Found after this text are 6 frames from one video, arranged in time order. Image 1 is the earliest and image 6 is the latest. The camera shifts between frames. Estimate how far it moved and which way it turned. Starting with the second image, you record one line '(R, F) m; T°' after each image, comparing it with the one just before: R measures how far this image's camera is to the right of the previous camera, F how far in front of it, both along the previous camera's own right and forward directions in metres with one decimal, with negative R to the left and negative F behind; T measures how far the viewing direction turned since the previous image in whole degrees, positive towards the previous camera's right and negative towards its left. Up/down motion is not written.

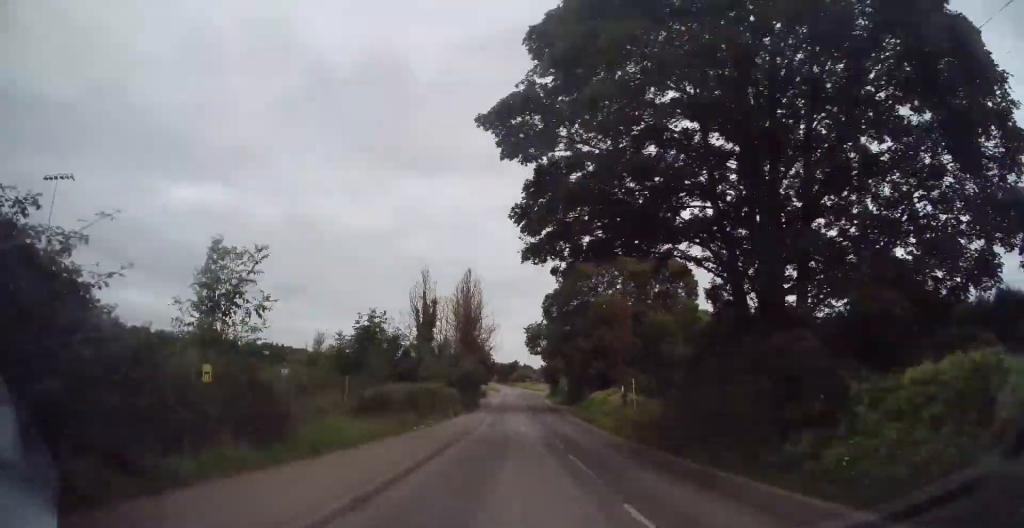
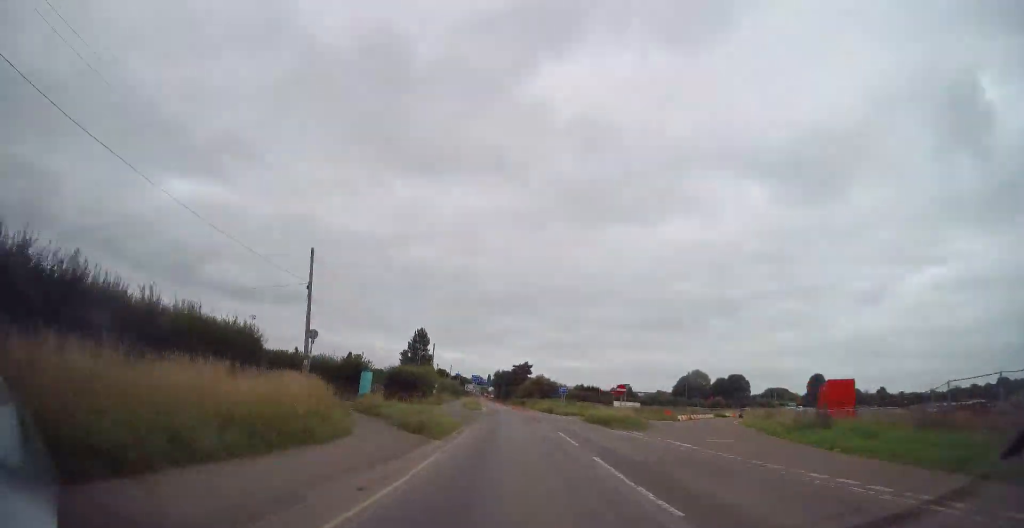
(-0.5, +92.5) m; -2°
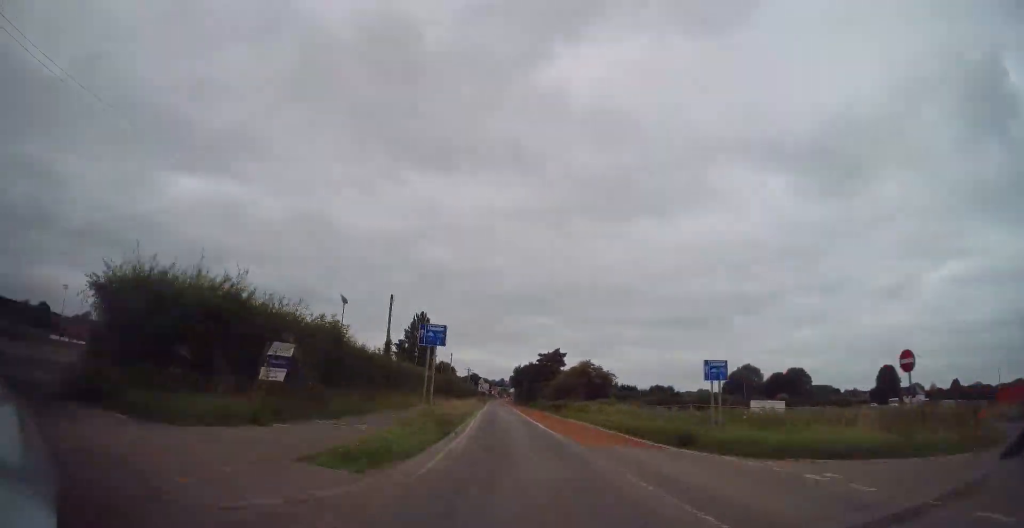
(-0.7, +37.2) m; -1°
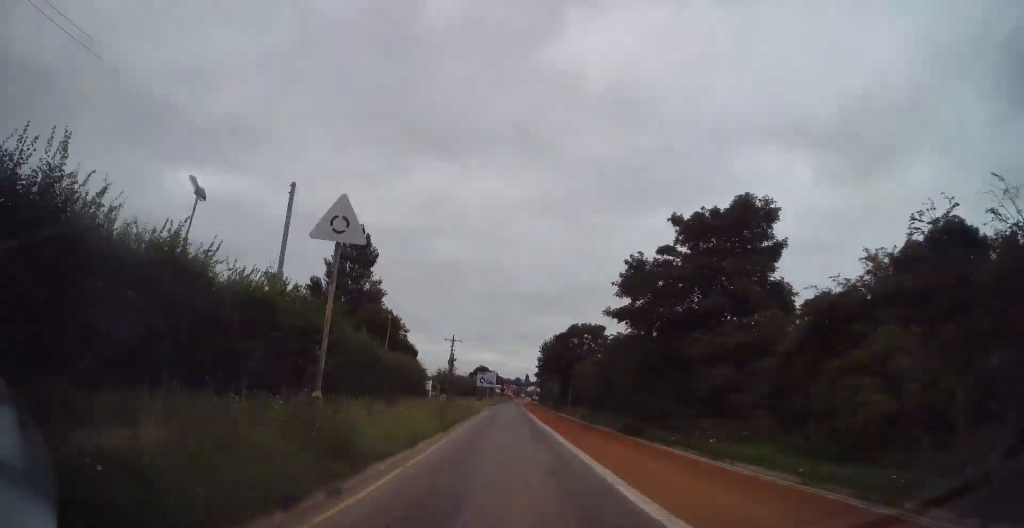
(-1.2, +71.8) m; -1°
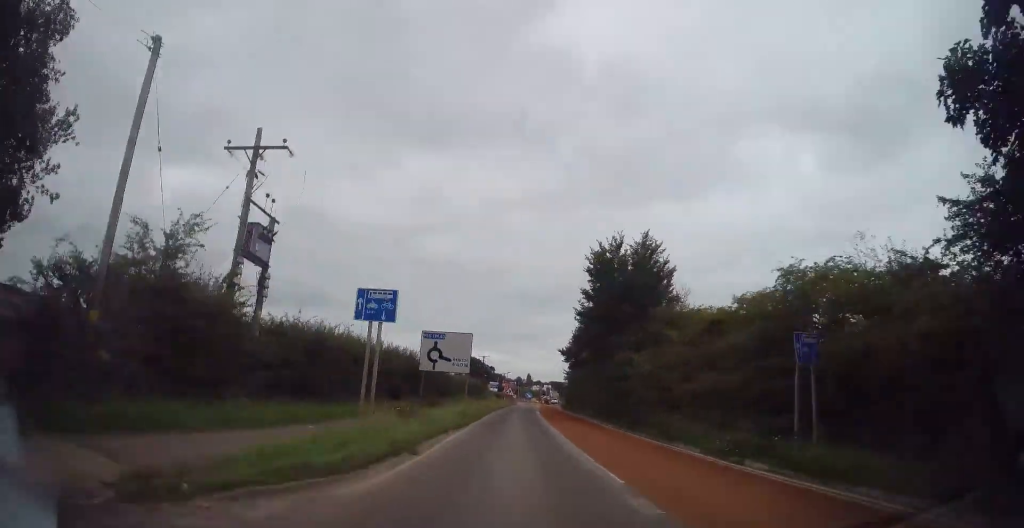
(-0.1, +51.3) m; 0°
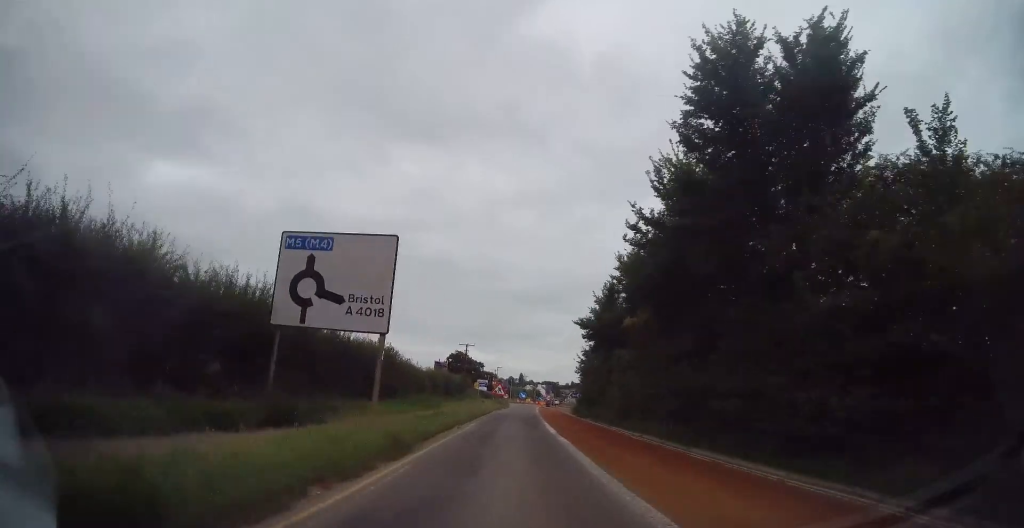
(-0.1, +16.8) m; 0°
